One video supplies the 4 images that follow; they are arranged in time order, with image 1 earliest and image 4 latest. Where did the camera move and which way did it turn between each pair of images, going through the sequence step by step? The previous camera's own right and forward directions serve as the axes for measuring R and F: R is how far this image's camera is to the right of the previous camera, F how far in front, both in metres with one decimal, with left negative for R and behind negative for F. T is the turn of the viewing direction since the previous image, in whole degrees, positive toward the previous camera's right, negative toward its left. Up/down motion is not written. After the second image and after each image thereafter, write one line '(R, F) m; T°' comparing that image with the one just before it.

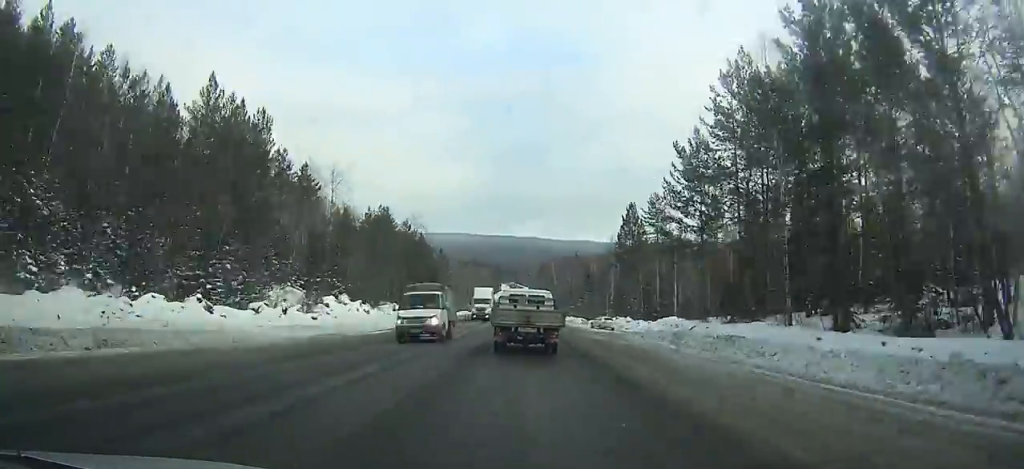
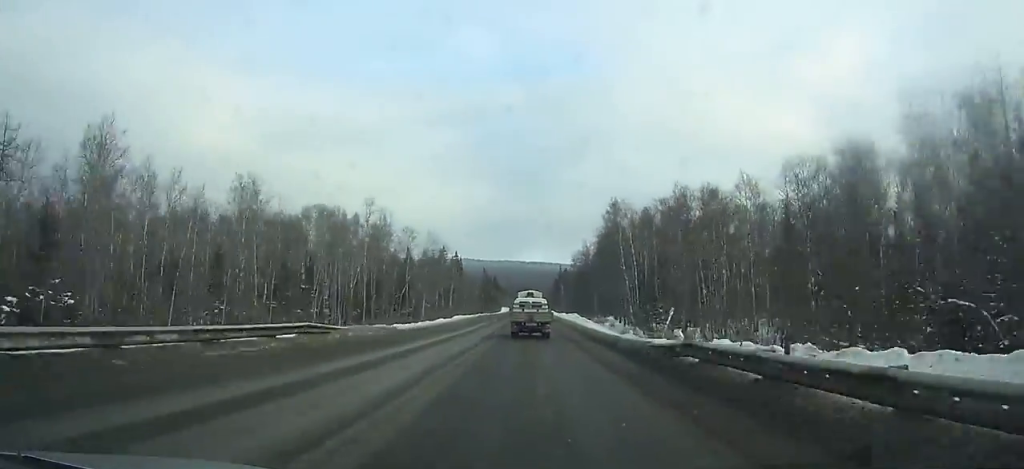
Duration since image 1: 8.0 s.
(+0.2, +161.5) m; 0°
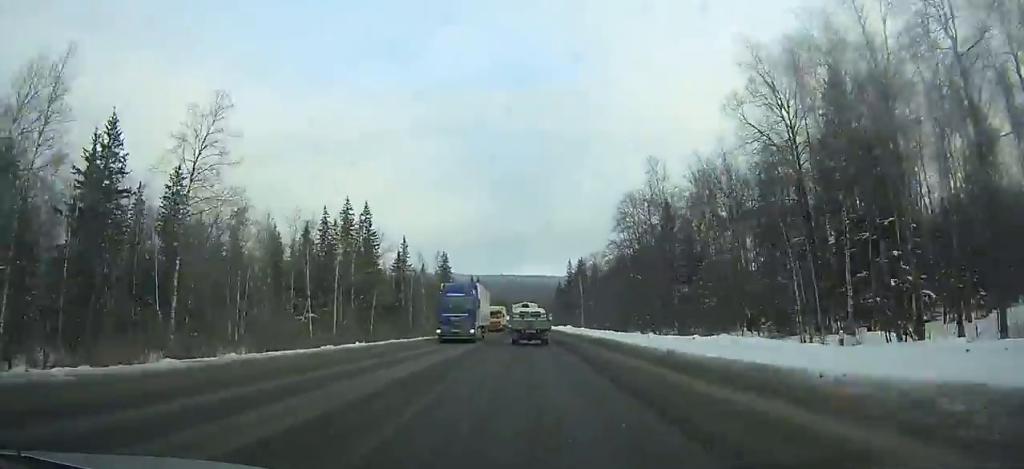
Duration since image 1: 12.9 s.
(0.0, +99.2) m; 0°
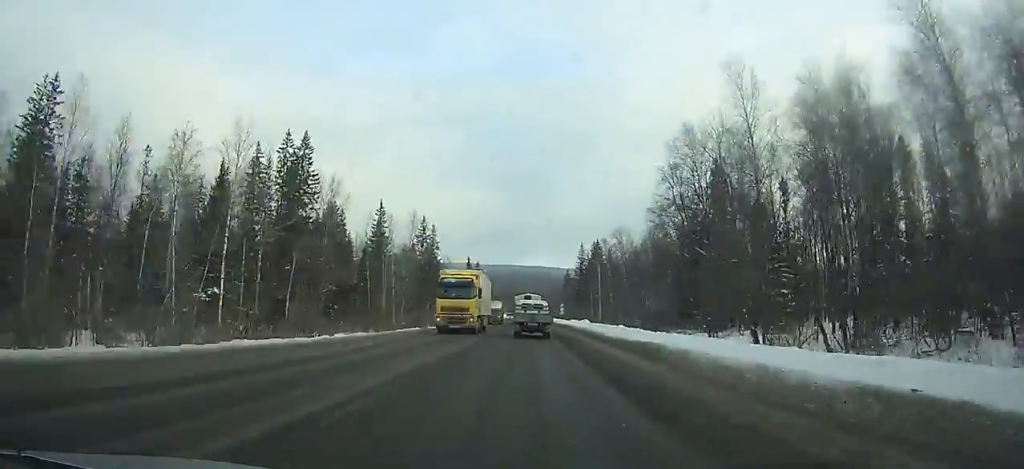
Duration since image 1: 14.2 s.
(0.0, +26.4) m; 0°
